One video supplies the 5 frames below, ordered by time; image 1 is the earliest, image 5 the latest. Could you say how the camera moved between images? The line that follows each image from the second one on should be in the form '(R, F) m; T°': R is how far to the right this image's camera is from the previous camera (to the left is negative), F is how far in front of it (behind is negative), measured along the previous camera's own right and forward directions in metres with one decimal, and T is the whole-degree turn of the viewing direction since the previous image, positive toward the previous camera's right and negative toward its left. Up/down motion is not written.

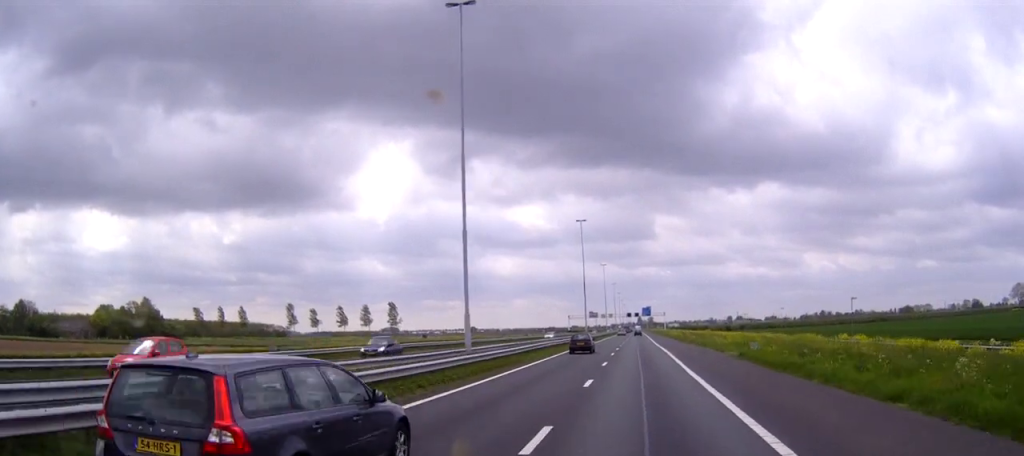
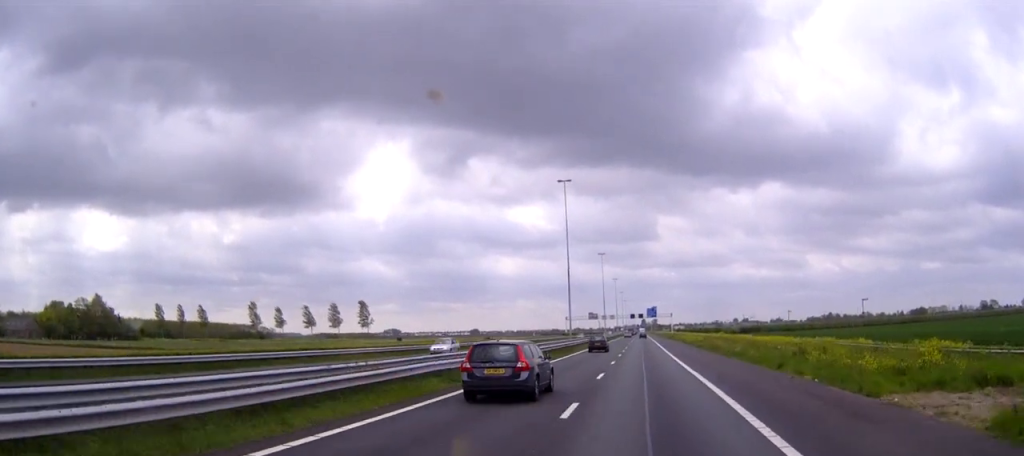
(-0.1, +31.6) m; 0°
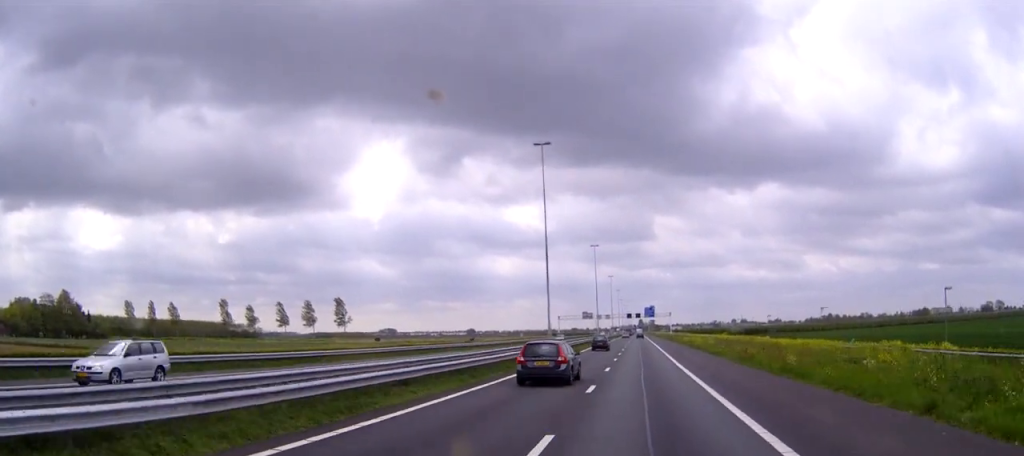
(+0.1, +16.9) m; 0°
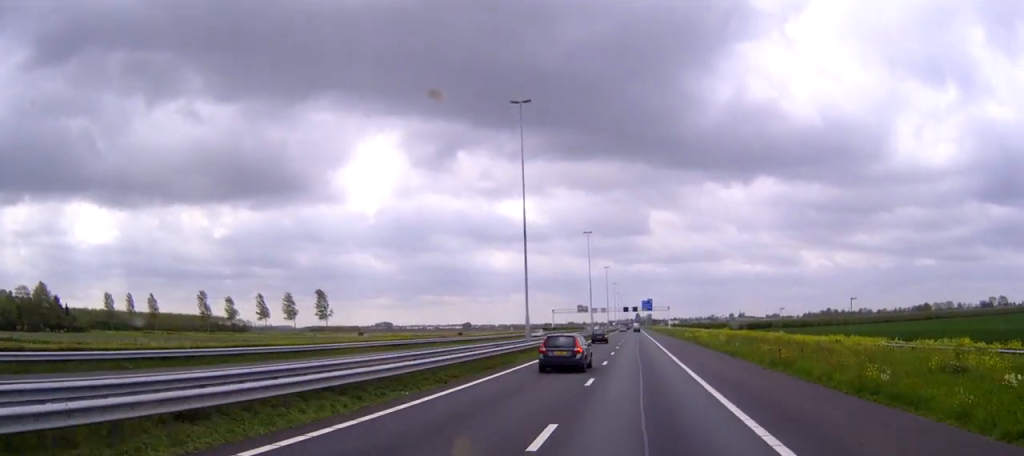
(0.0, +10.9) m; 0°
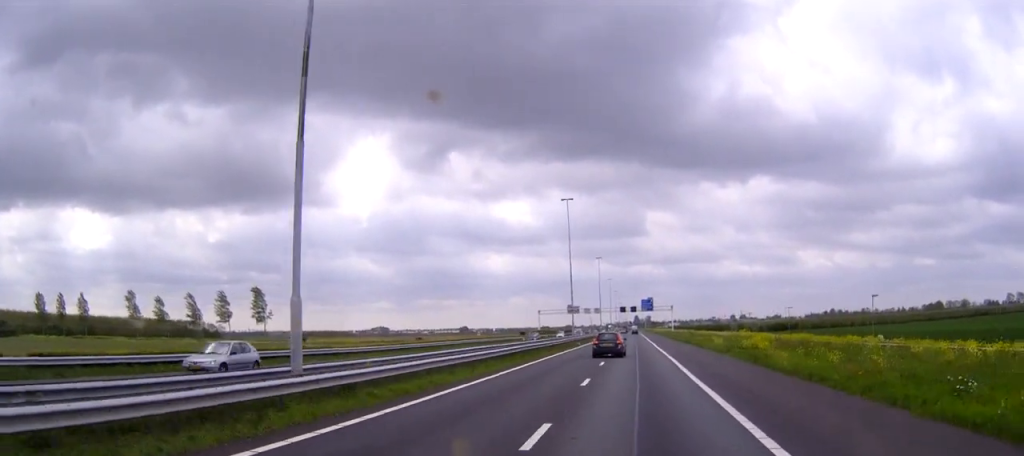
(+0.2, +35.8) m; +1°
